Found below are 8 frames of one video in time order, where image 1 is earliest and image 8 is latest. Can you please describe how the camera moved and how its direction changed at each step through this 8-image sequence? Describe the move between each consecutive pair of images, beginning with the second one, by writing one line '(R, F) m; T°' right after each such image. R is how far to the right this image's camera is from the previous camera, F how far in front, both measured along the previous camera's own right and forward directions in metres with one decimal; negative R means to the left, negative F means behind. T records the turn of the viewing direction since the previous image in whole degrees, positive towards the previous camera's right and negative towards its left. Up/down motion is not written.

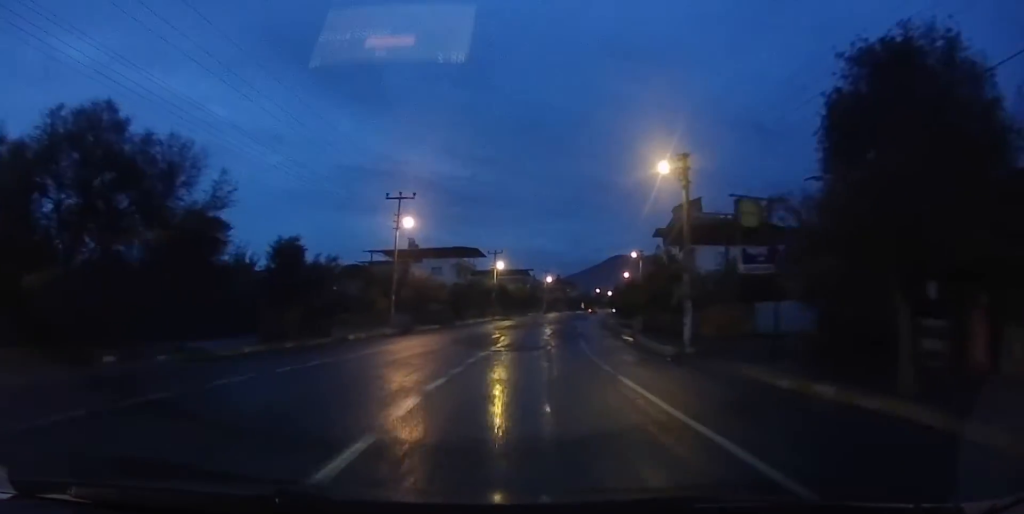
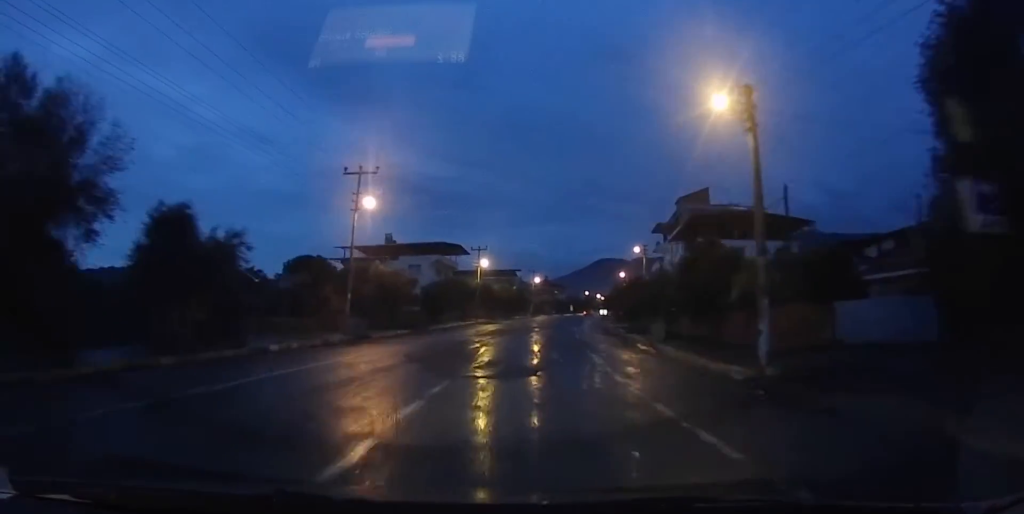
(0.0, +7.8) m; 0°
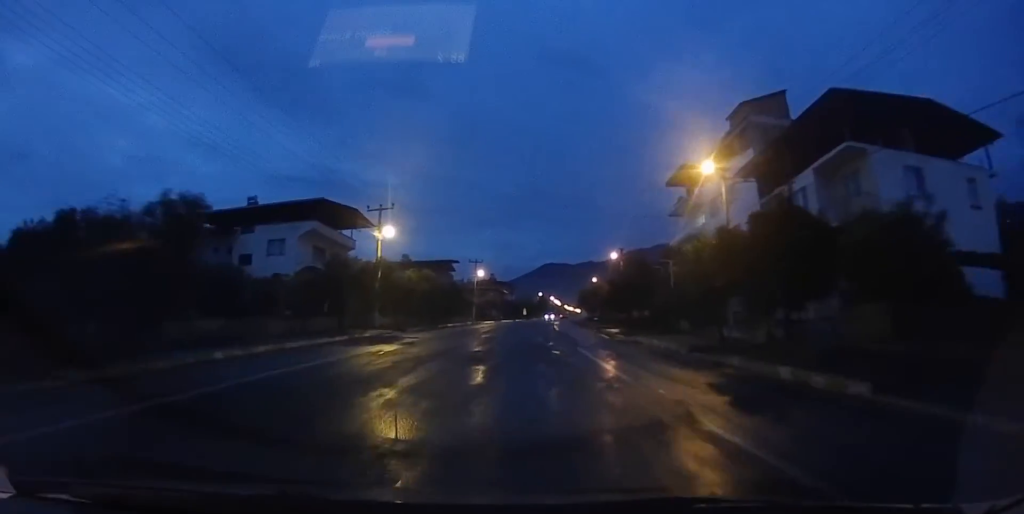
(0.0, +31.4) m; +1°
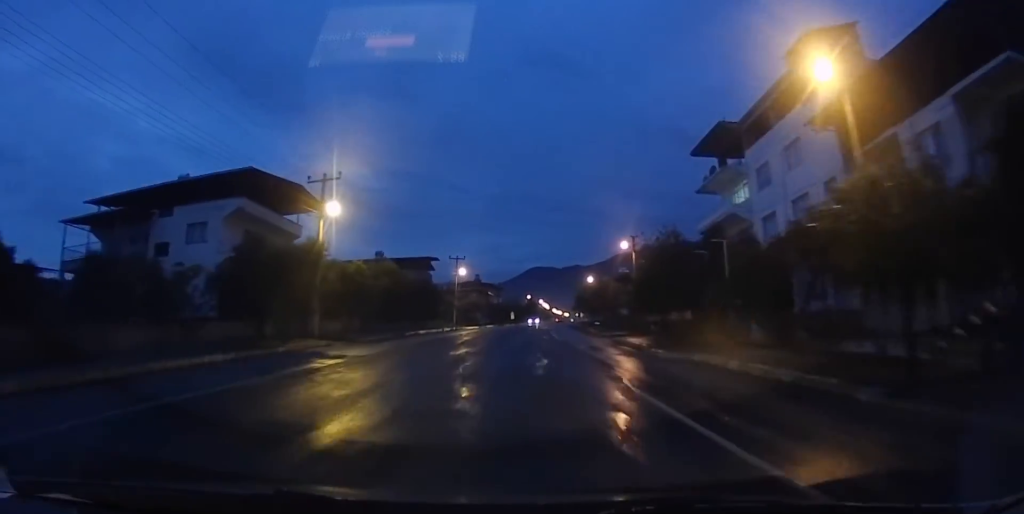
(-0.1, +11.0) m; +2°
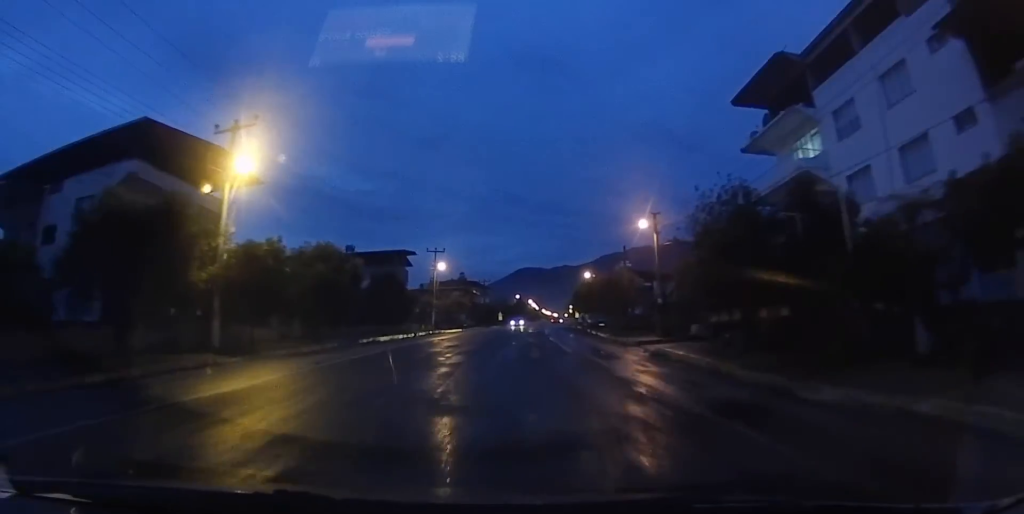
(+0.4, +10.3) m; +2°
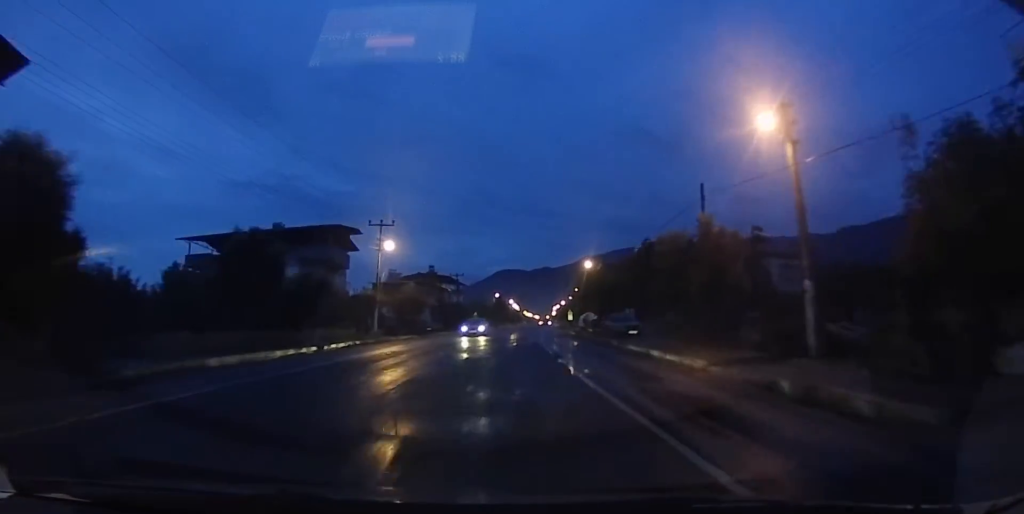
(+0.6, +19.8) m; +3°
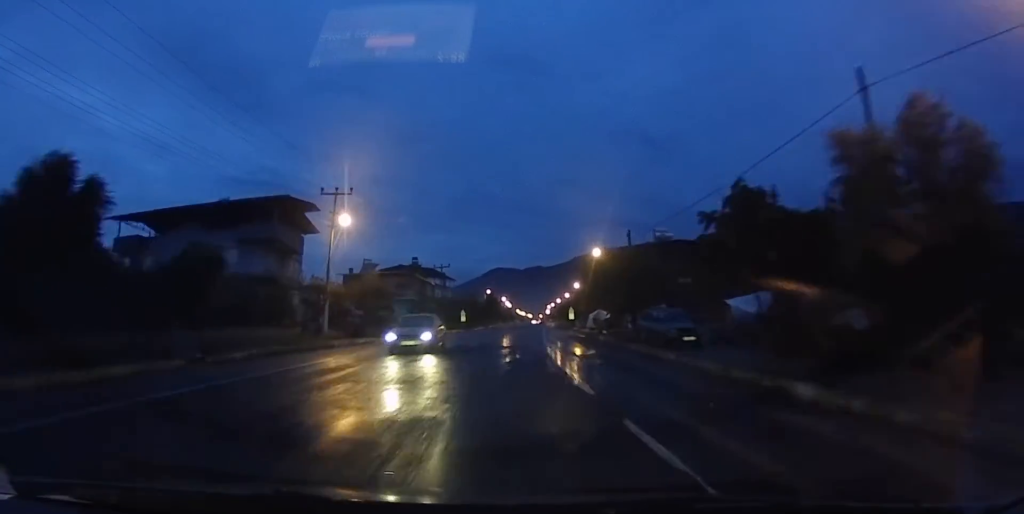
(+0.1, +11.0) m; +1°
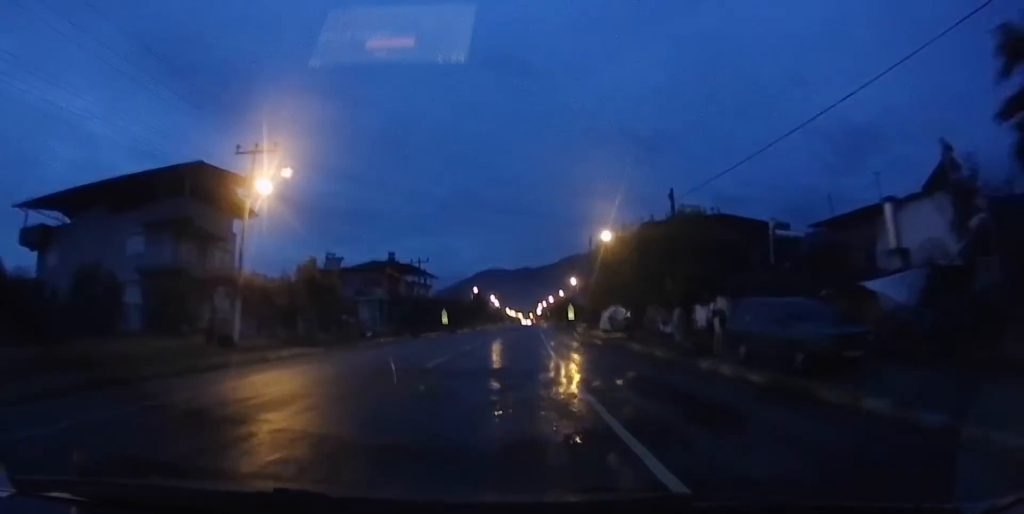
(+0.1, +10.9) m; +1°
